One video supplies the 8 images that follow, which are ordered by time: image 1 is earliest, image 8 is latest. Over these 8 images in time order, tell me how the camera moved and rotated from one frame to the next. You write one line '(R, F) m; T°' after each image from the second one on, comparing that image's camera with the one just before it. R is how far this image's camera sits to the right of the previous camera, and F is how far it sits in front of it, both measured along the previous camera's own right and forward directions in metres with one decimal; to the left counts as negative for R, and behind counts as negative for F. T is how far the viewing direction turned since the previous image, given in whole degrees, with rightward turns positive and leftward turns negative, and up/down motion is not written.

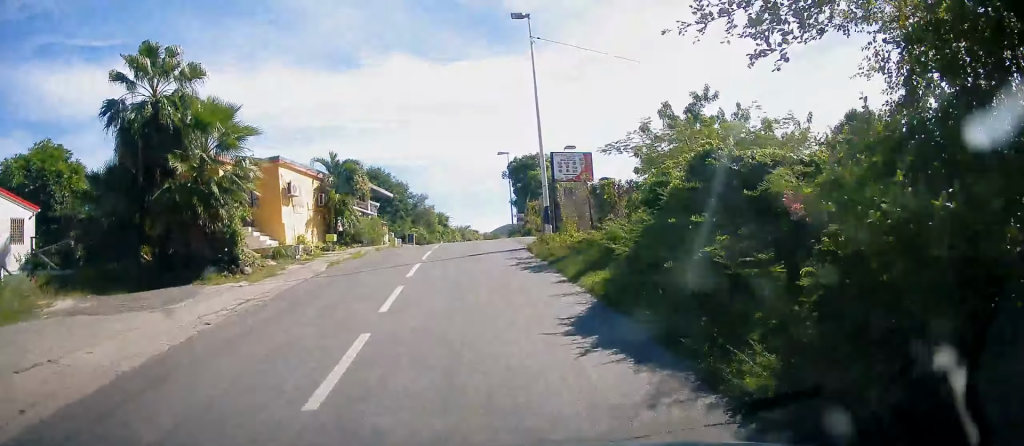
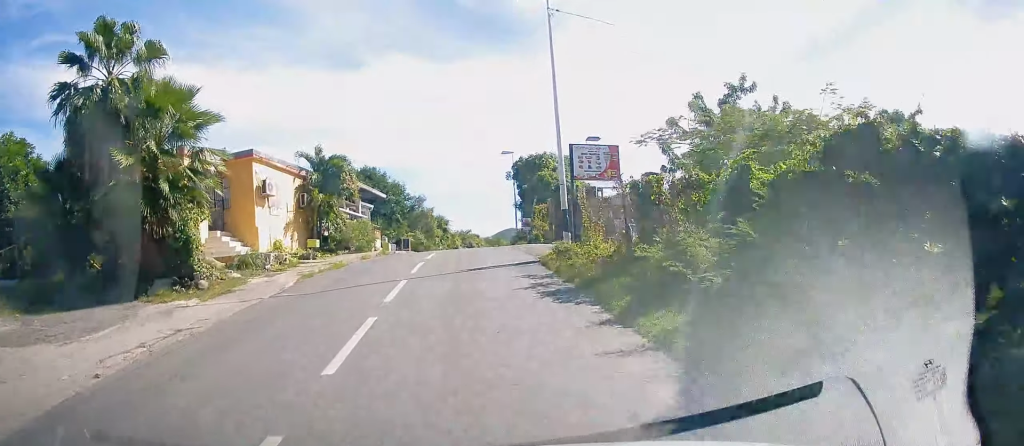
(0.0, +3.4) m; 0°
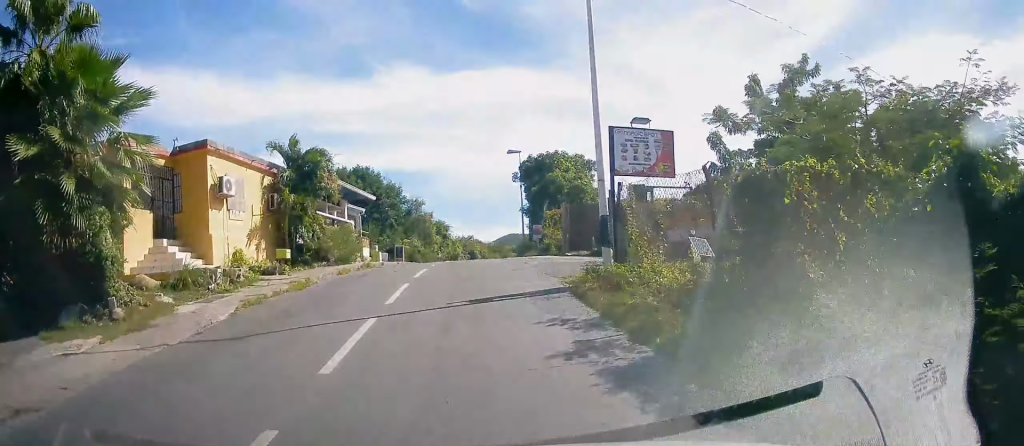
(+0.2, +4.4) m; 0°
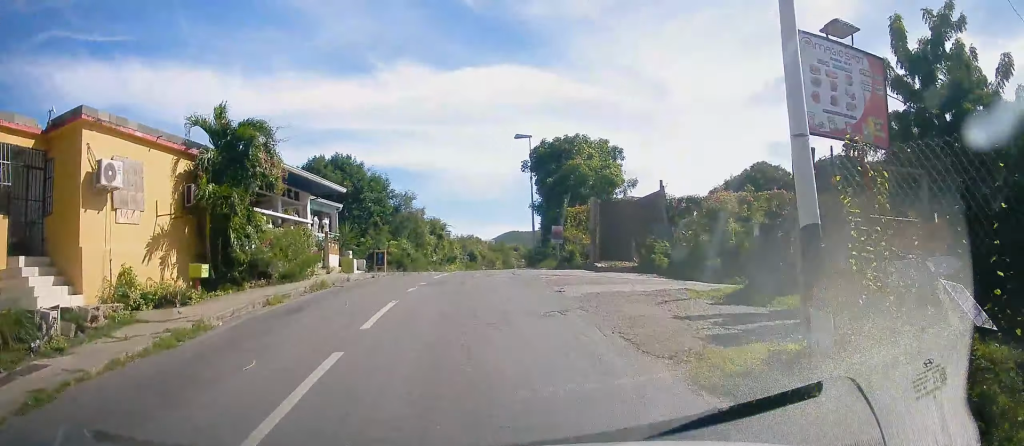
(-0.2, +6.8) m; +1°
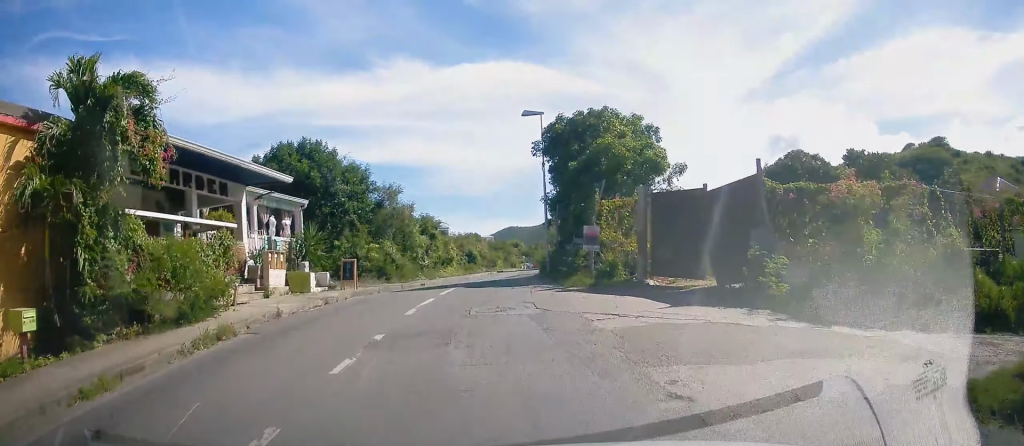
(+0.3, +6.5) m; +1°
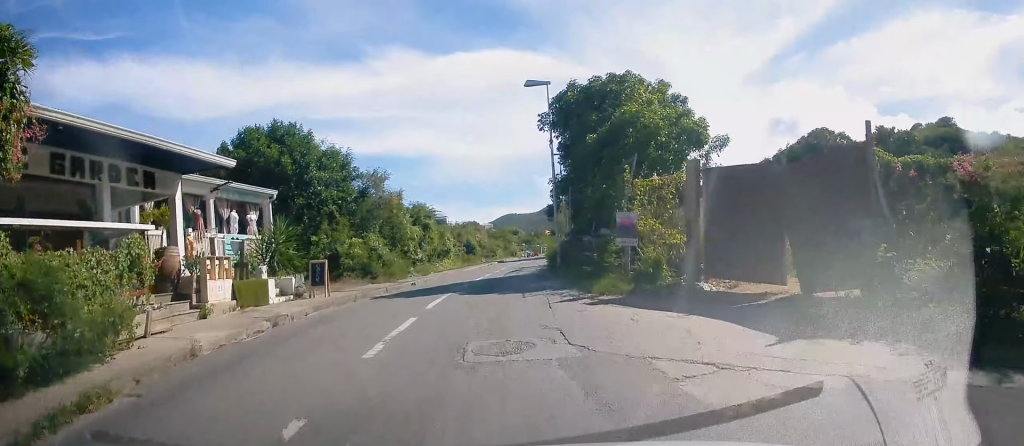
(0.0, +3.7) m; 0°
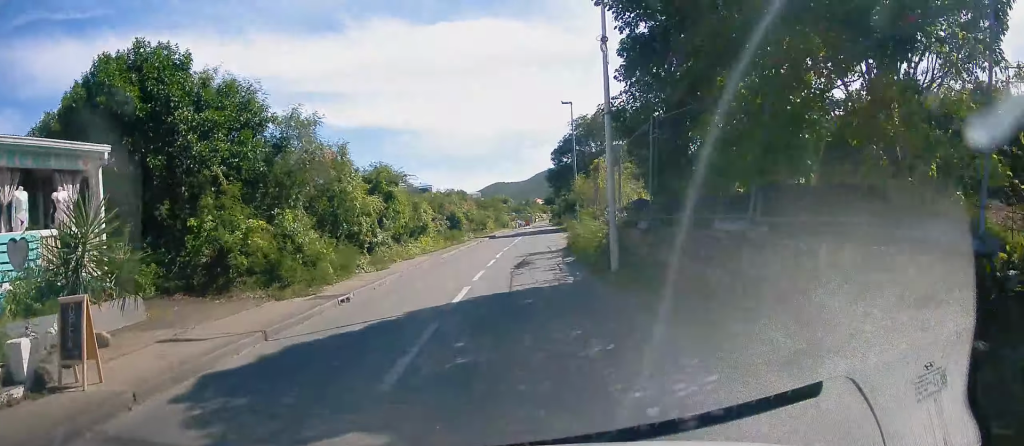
(+0.1, +10.1) m; +3°
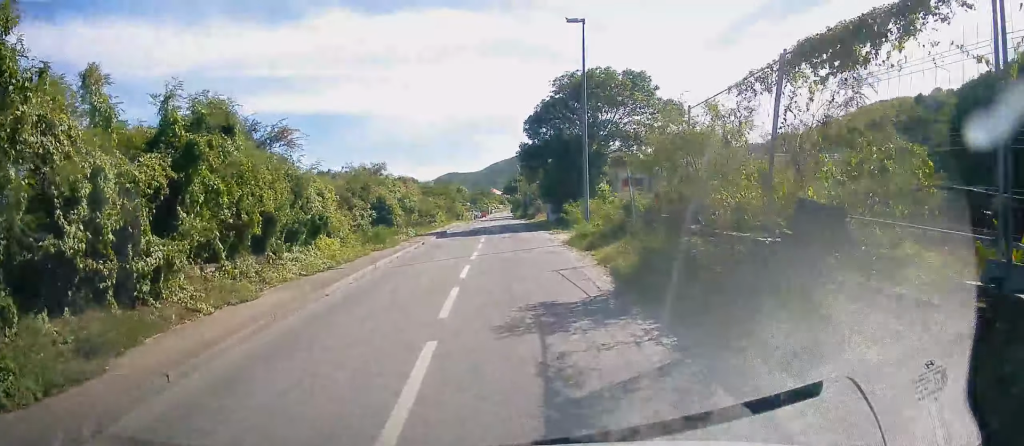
(+0.1, +14.6) m; 0°
